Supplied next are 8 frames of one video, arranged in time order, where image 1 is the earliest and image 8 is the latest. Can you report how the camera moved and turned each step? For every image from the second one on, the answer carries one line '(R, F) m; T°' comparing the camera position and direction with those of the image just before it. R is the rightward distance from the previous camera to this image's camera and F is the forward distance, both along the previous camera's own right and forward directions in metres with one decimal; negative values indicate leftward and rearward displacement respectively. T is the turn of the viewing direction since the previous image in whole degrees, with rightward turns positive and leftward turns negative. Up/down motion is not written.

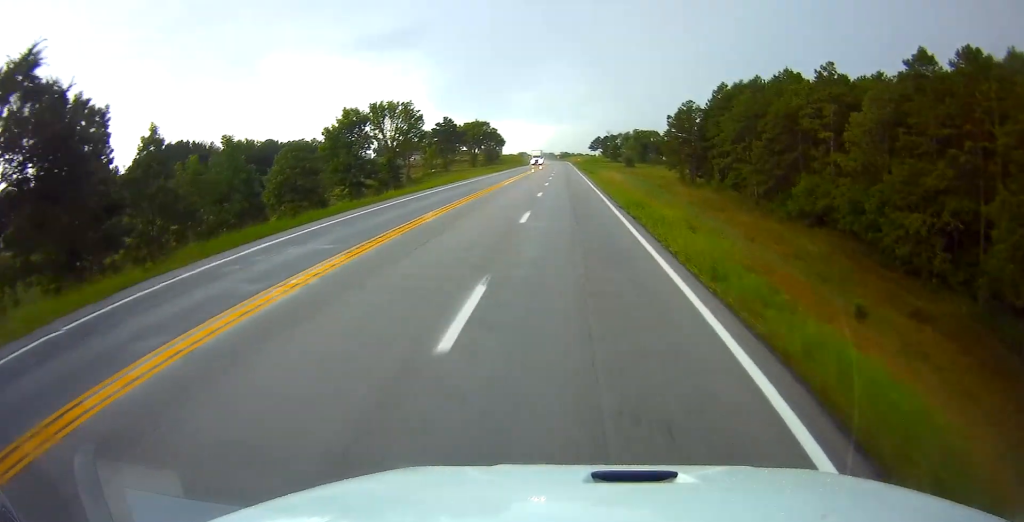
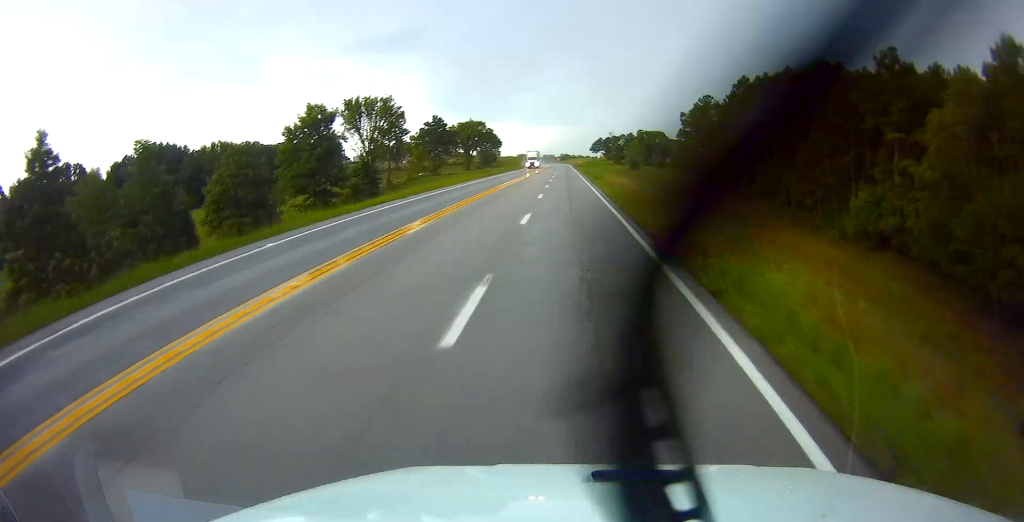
(+0.1, +12.2) m; 0°
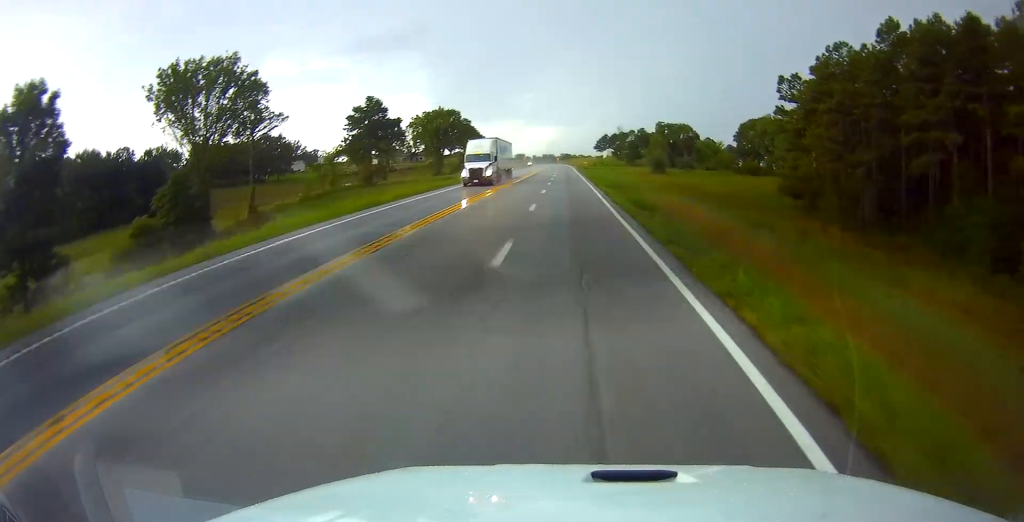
(-0.1, +44.8) m; 0°
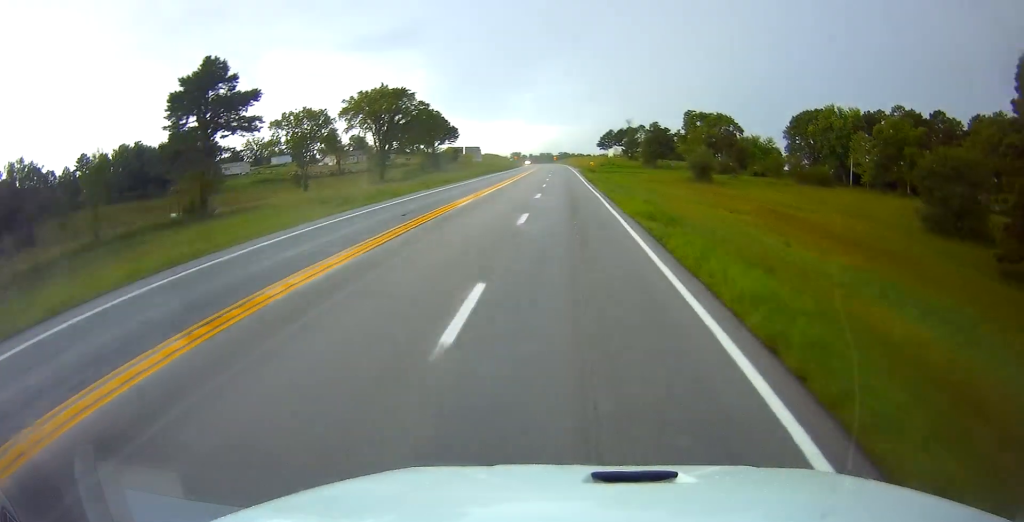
(0.0, +42.7) m; 0°
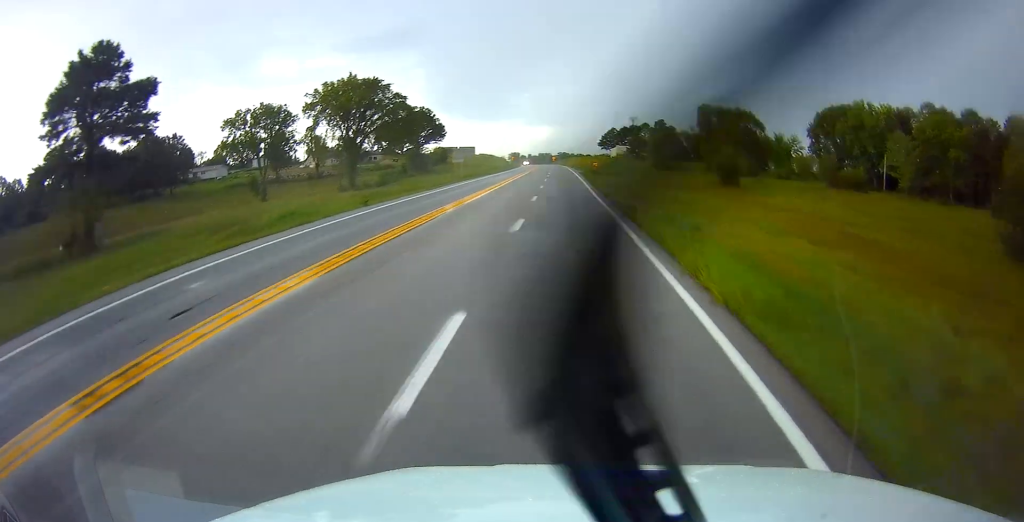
(-0.1, +14.2) m; 0°
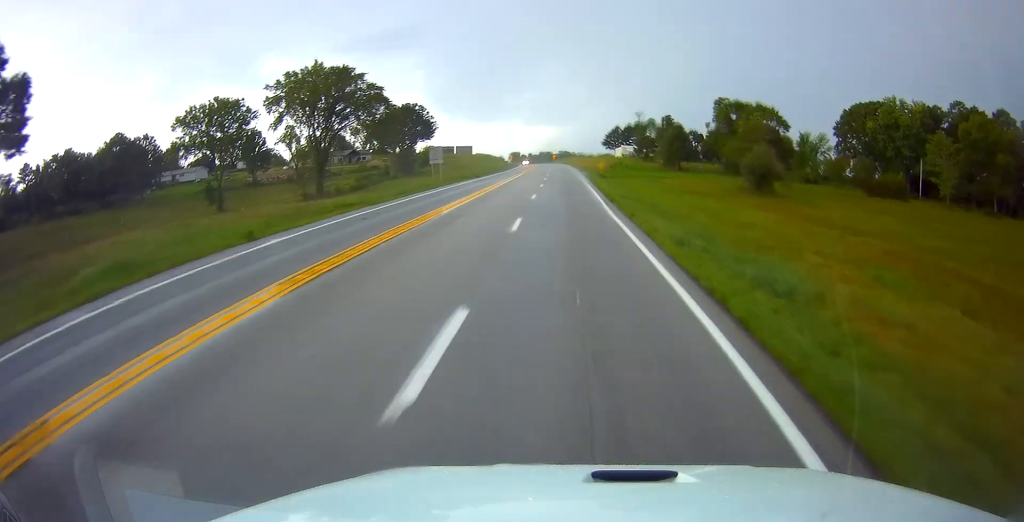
(+0.1, +12.2) m; 0°
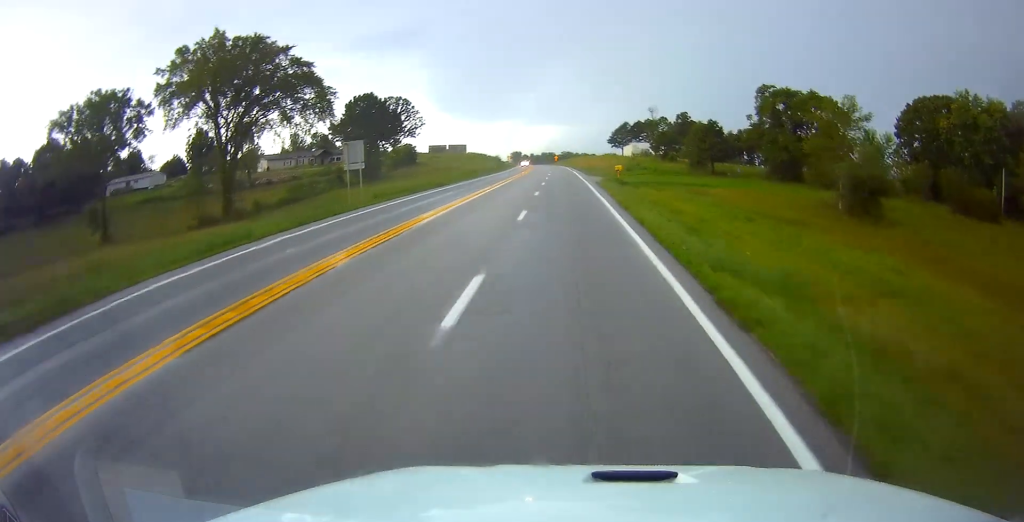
(+0.1, +22.4) m; 0°
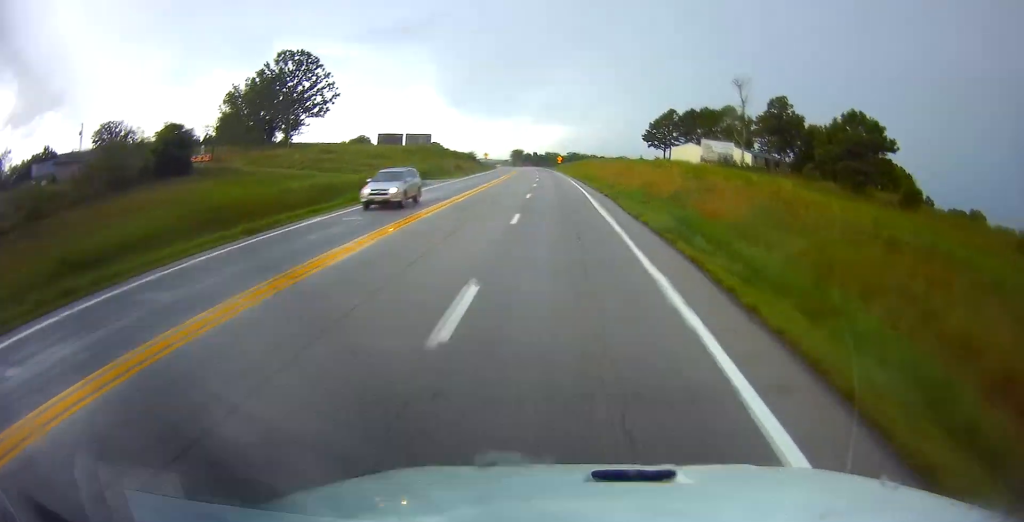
(-0.2, +75.5) m; -1°
